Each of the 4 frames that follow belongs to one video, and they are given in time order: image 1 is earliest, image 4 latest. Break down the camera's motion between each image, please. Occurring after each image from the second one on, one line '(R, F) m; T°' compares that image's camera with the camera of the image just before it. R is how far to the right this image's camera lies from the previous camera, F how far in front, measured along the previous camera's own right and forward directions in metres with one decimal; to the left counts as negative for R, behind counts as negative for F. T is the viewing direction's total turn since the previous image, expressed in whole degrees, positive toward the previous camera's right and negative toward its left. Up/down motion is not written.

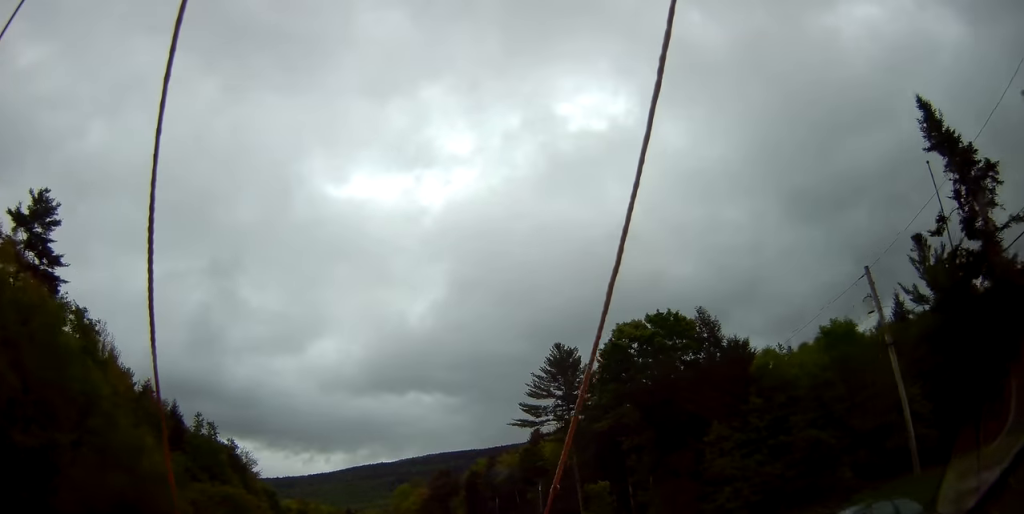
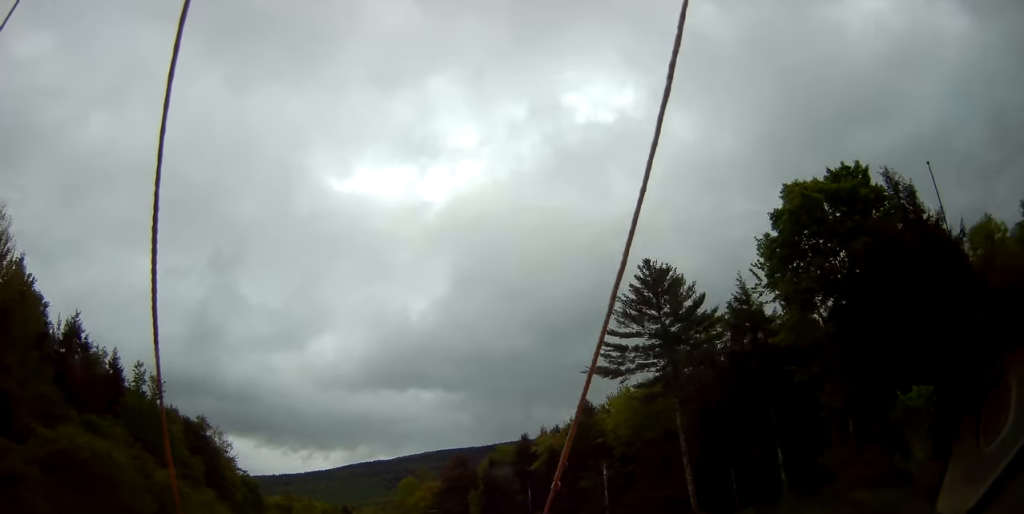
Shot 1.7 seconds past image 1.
(+0.2, +25.7) m; -1°
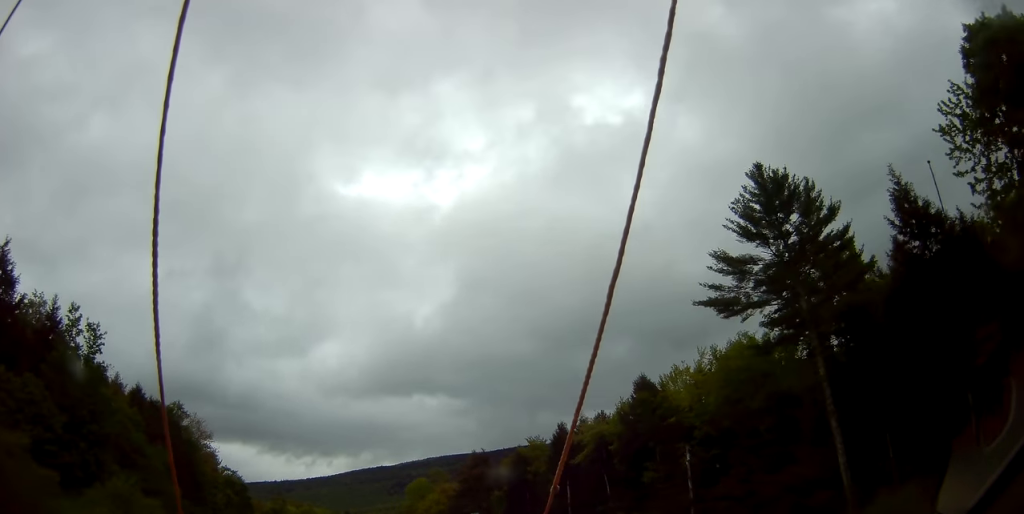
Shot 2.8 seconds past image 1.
(-0.2, +17.8) m; +1°
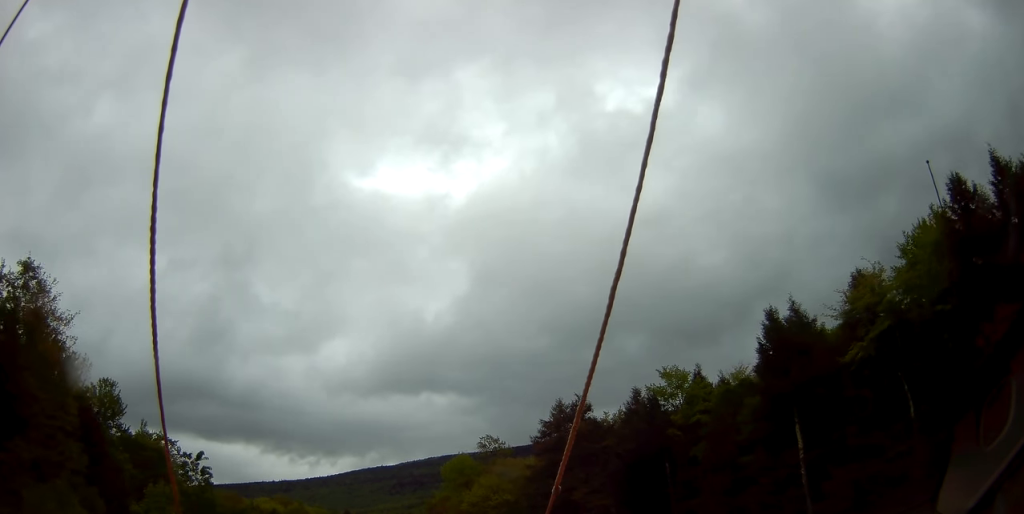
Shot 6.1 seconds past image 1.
(-0.1, +50.0) m; 0°
